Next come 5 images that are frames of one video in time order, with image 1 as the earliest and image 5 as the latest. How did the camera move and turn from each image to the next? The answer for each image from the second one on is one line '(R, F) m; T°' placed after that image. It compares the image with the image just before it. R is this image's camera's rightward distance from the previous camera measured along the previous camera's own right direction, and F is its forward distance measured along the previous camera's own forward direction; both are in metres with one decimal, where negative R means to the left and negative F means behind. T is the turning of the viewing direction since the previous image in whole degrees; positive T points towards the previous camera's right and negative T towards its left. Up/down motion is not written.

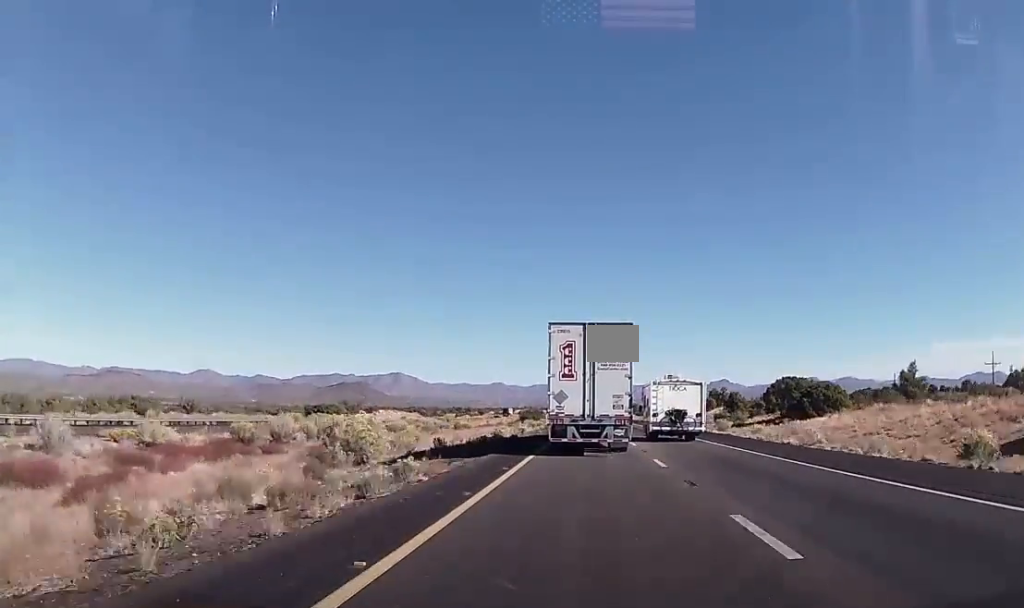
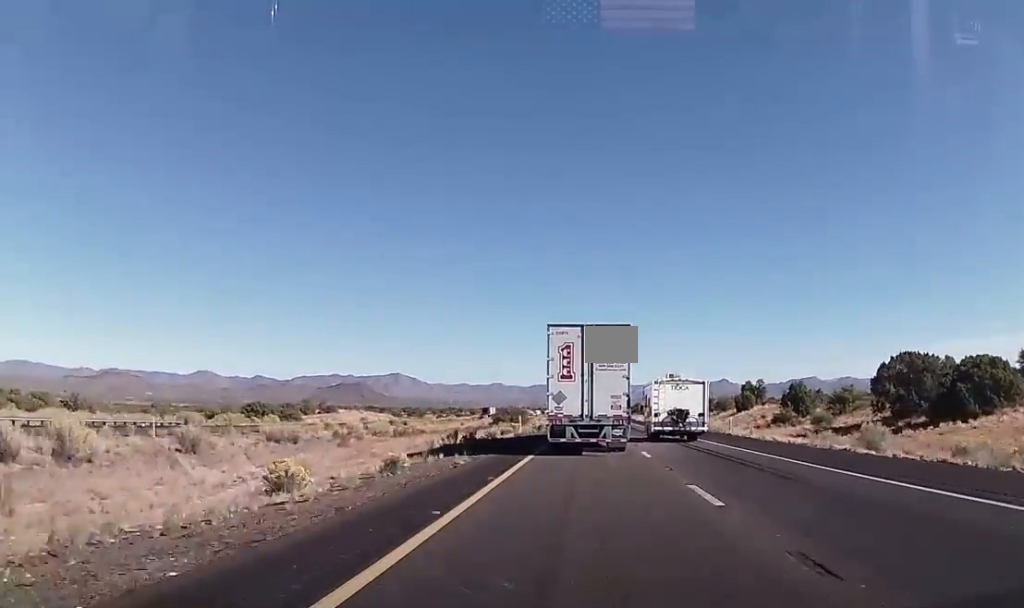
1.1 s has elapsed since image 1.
(0.0, +33.2) m; 0°
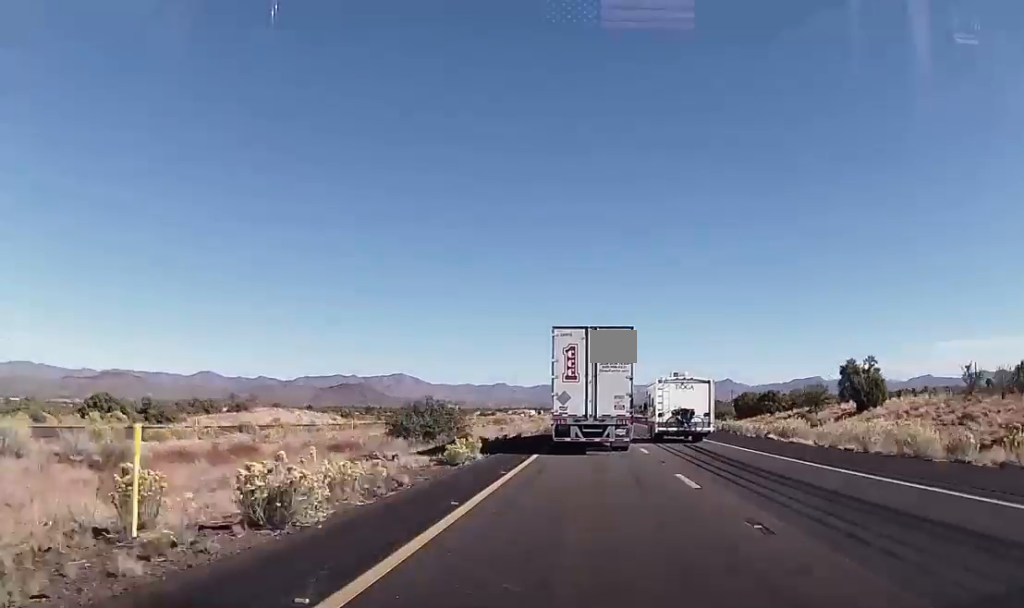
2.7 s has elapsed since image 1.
(-0.1, +47.0) m; 0°
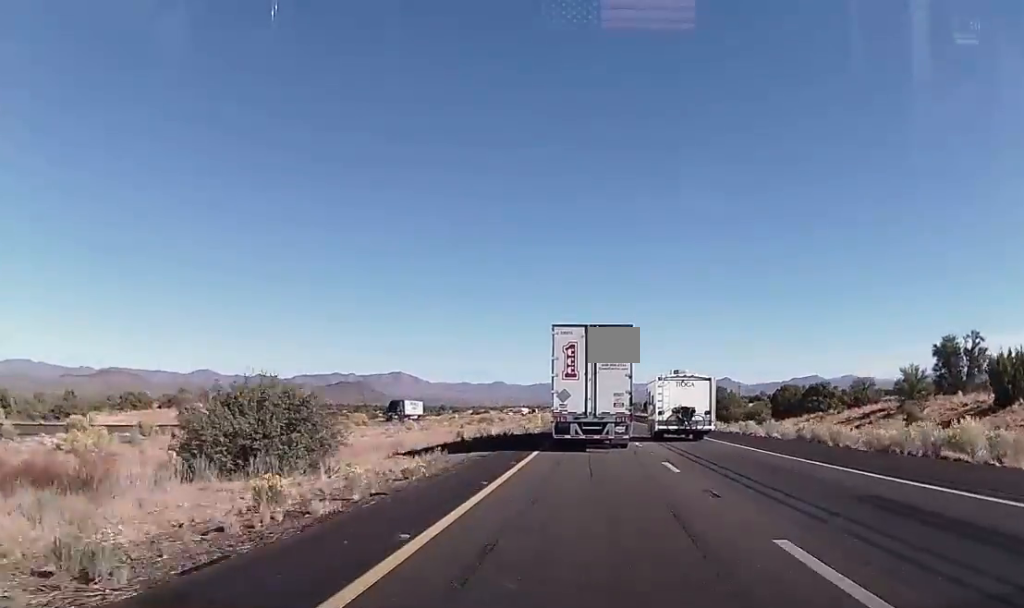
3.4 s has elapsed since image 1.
(0.0, +20.6) m; 0°
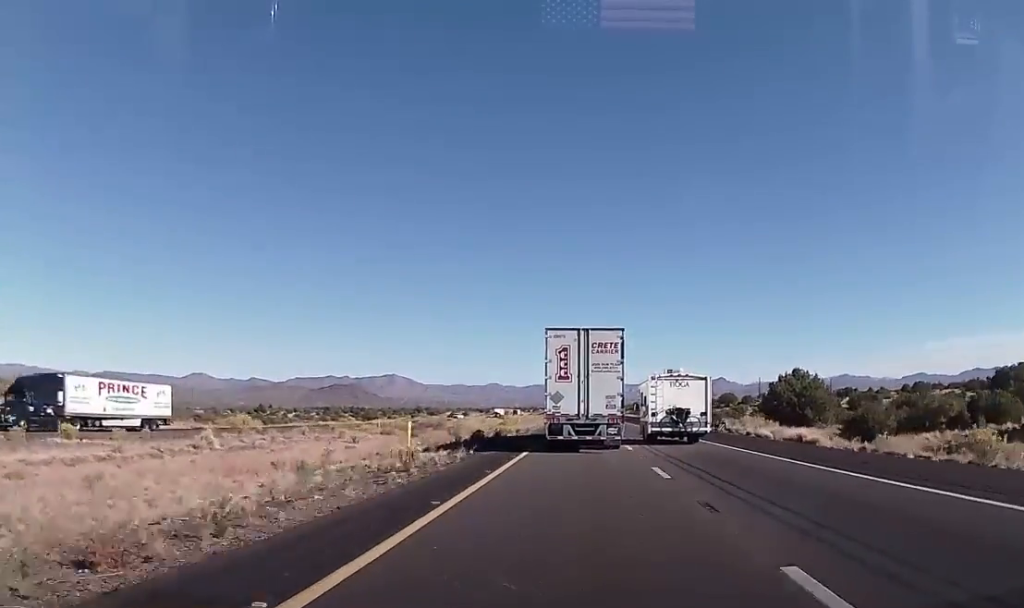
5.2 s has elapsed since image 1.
(0.0, +52.1) m; 0°
